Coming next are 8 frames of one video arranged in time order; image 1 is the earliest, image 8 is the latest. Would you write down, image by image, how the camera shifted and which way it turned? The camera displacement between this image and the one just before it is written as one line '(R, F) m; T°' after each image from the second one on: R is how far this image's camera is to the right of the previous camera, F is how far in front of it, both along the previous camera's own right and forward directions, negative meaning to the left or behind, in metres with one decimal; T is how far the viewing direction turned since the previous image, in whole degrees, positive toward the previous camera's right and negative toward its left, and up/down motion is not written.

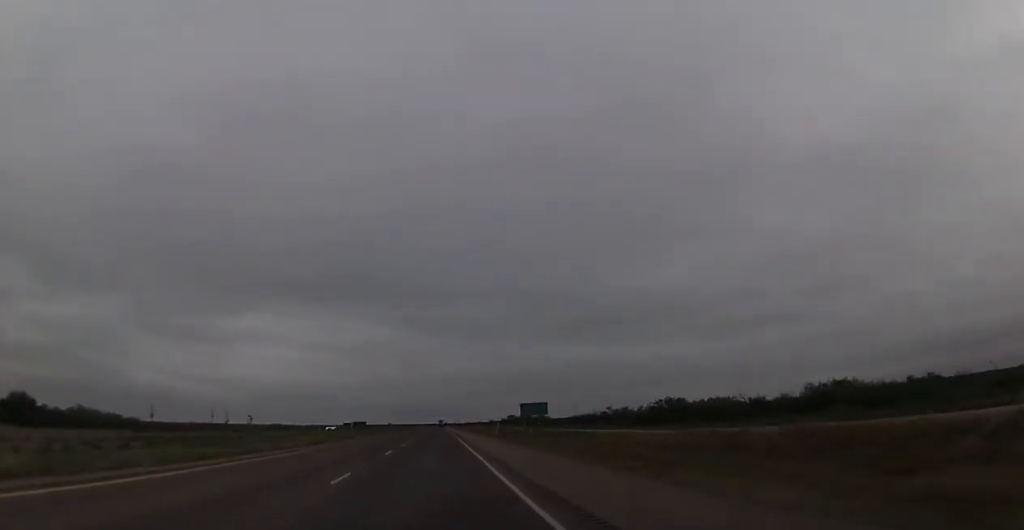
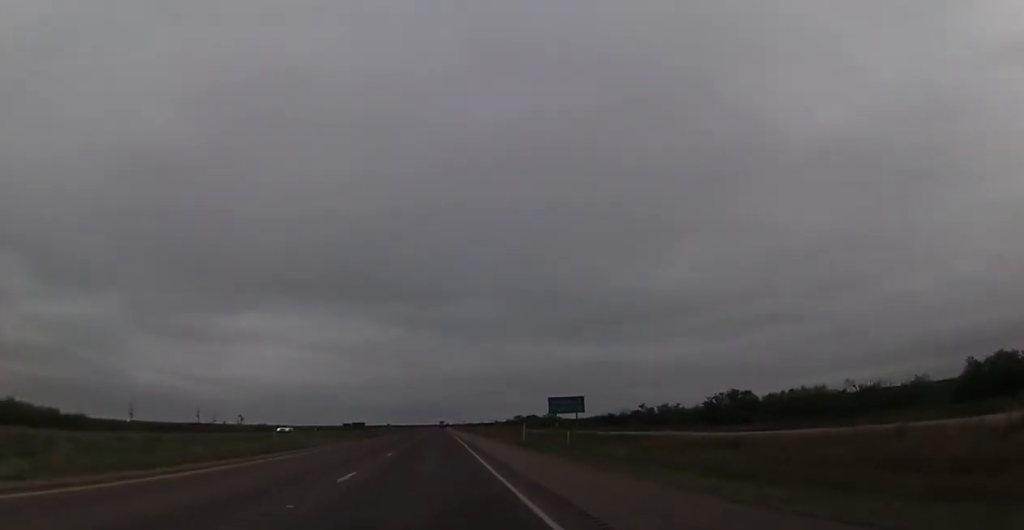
(+0.2, +23.1) m; 0°
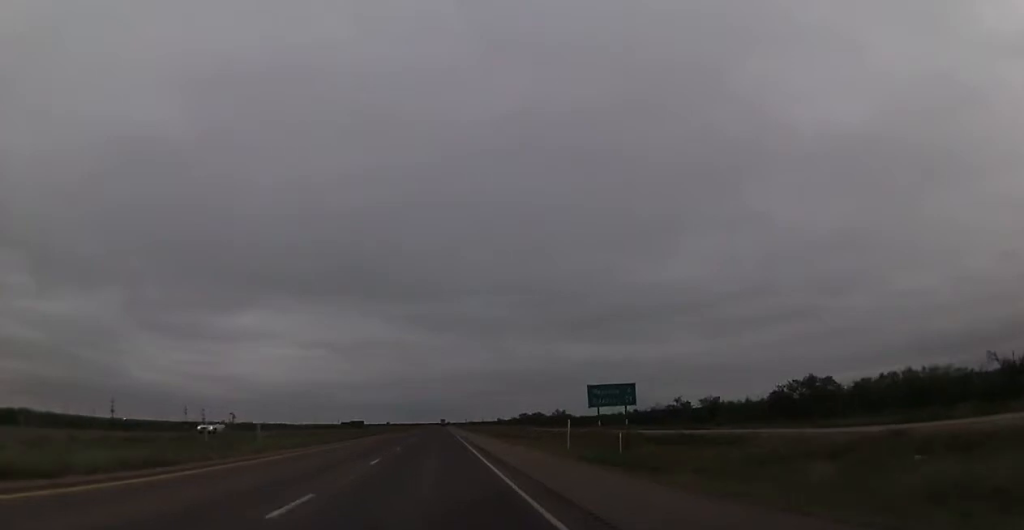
(+0.1, +18.2) m; 0°
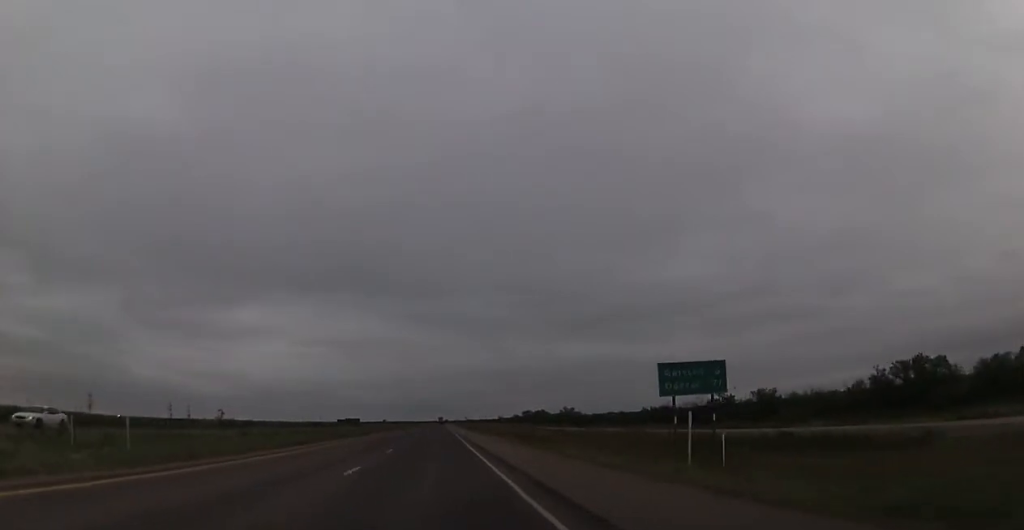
(0.0, +17.1) m; 0°
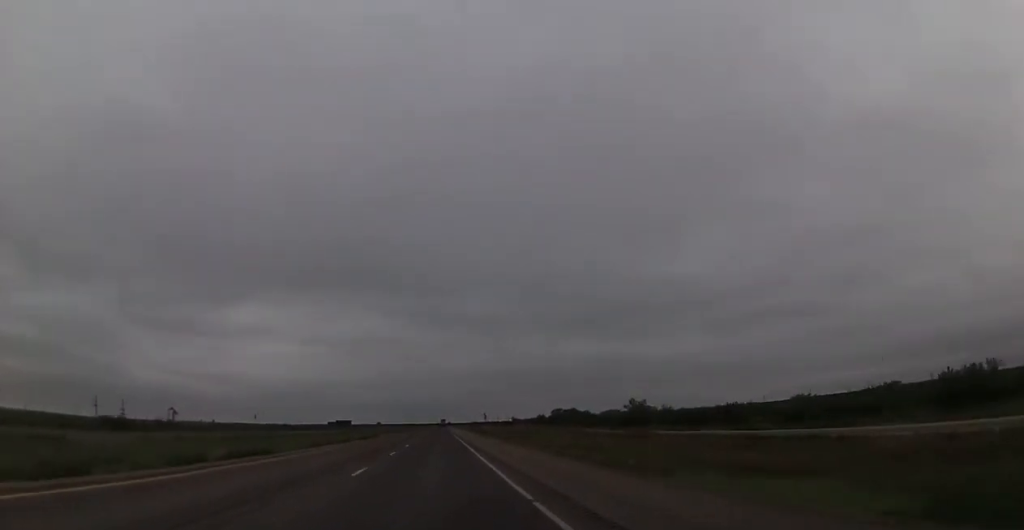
(-1.1, +71.8) m; -1°
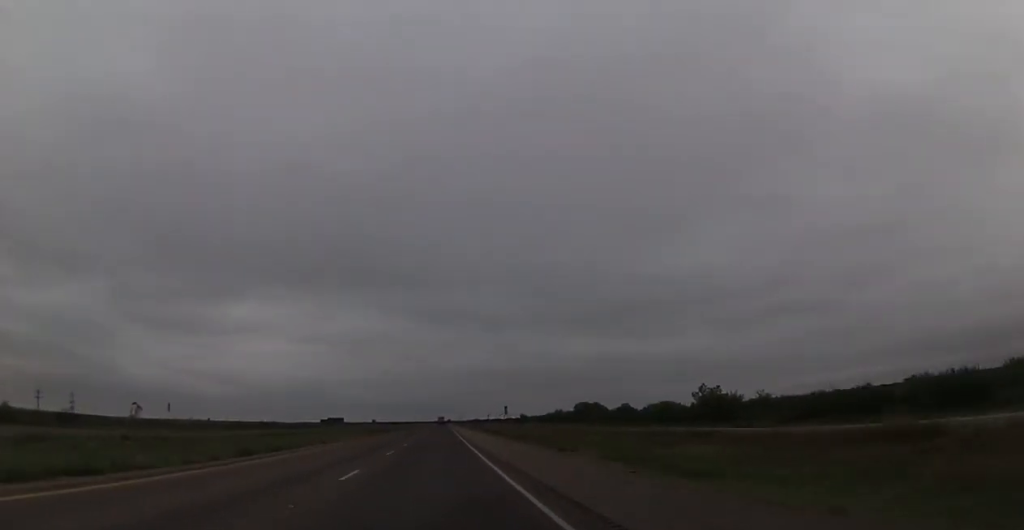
(+0.3, +37.7) m; 0°
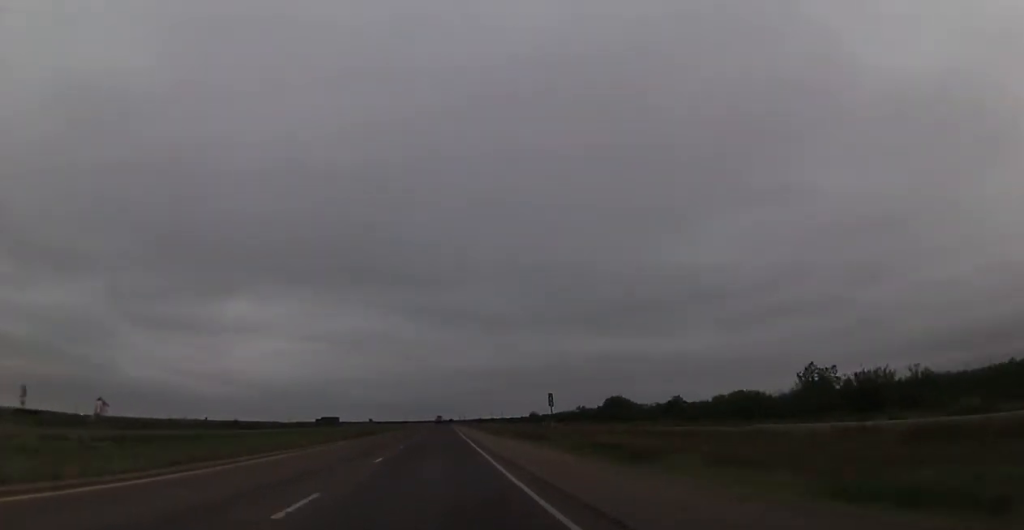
(+0.1, +30.4) m; 0°
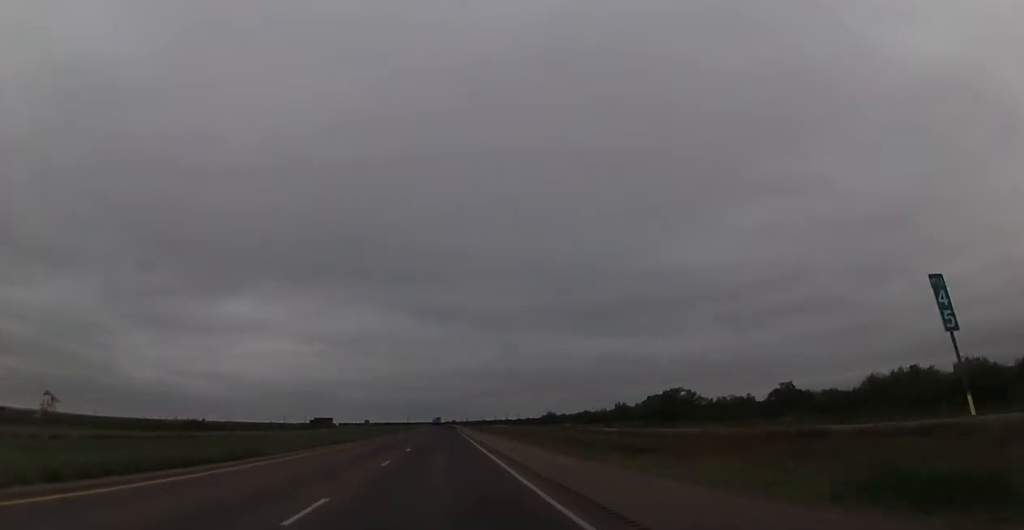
(-0.2, +36.5) m; 0°
